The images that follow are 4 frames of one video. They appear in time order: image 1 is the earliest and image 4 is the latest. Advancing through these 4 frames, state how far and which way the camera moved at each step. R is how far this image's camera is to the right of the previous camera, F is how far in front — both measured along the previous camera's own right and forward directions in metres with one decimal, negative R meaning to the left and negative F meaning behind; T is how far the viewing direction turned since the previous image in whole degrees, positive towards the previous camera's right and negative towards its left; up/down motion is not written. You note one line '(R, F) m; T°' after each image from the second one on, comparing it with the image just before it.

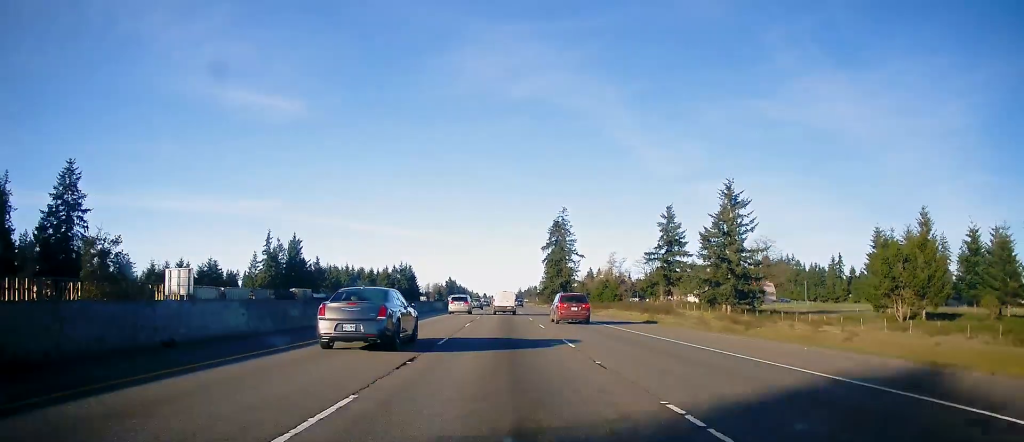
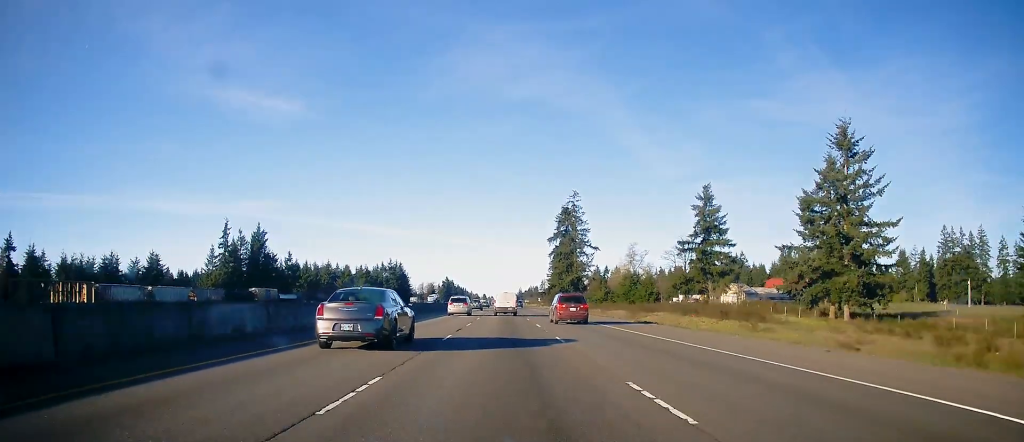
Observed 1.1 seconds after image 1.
(+0.3, +34.7) m; +1°
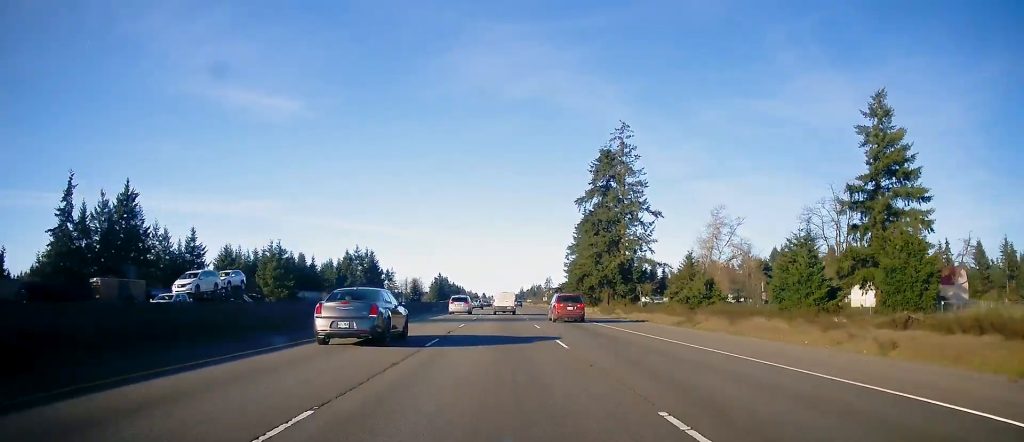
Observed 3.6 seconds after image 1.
(-0.8, +75.6) m; 0°
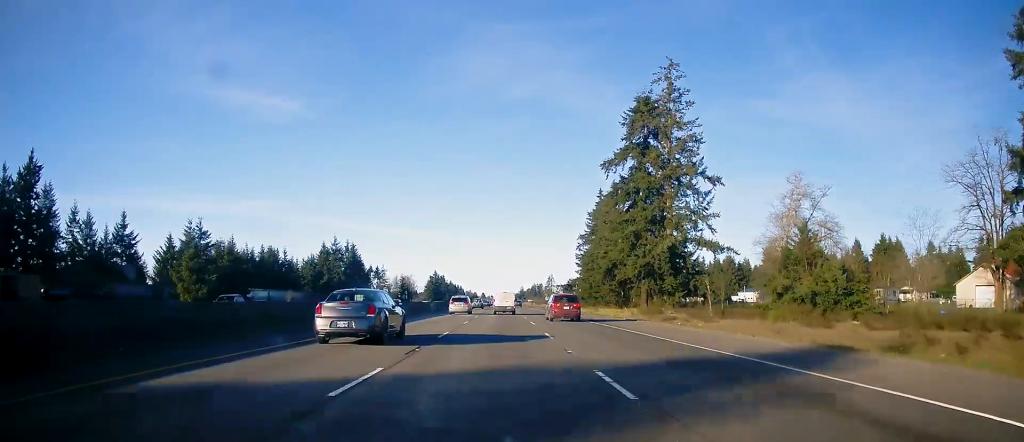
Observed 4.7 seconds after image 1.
(+0.3, +32.7) m; 0°
